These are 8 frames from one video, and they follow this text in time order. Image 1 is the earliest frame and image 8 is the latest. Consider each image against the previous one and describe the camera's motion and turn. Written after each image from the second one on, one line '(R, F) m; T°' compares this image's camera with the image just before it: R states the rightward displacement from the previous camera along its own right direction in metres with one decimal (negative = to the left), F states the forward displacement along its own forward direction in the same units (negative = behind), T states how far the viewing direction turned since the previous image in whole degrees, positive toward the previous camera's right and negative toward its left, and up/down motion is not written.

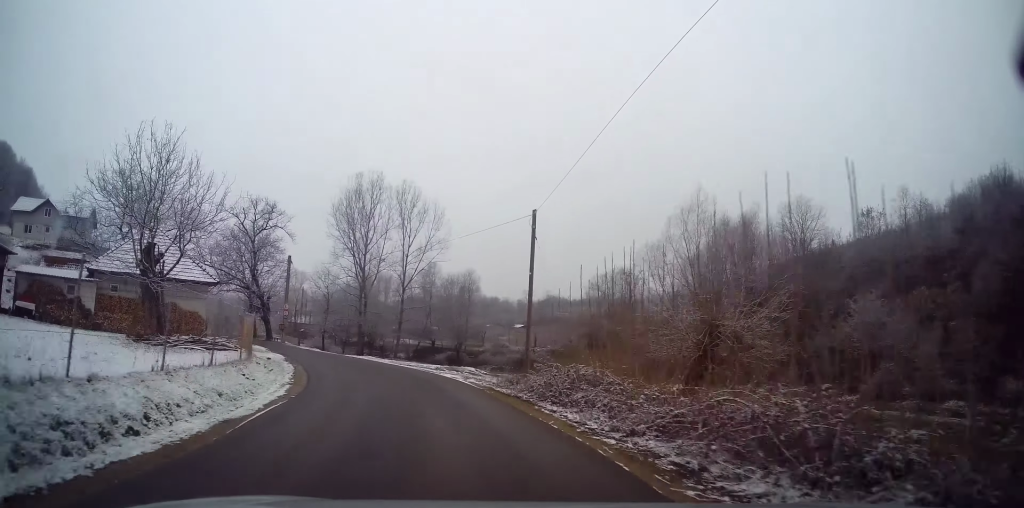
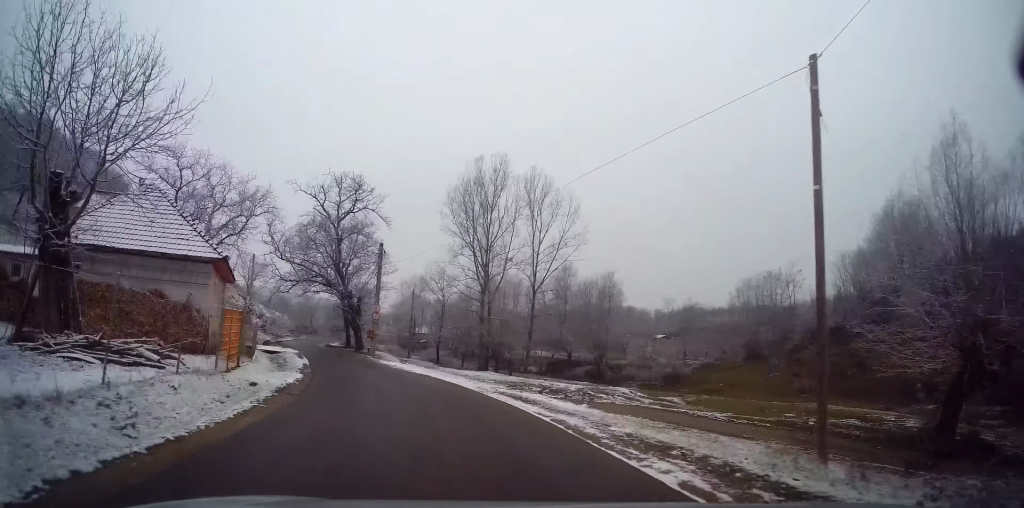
(-1.7, +13.1) m; -13°
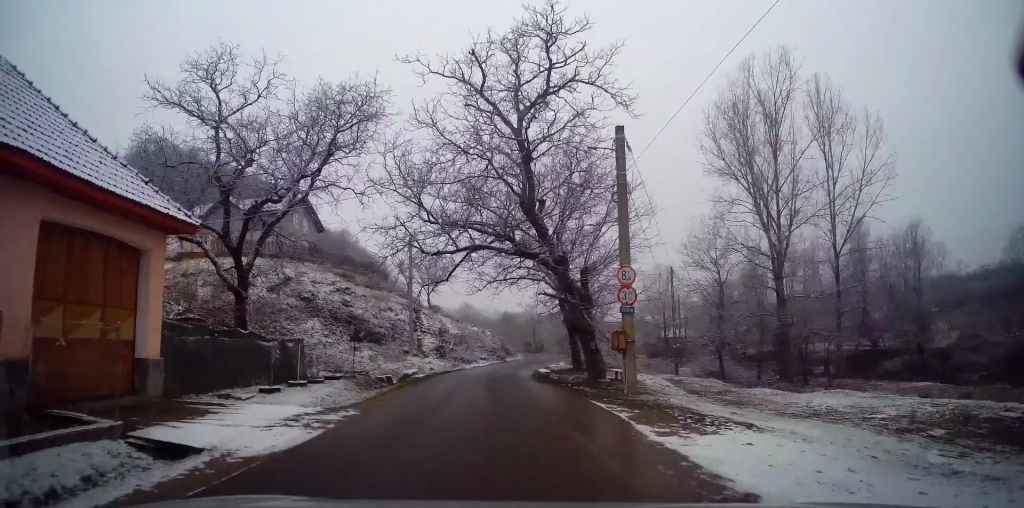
(-4.7, +24.5) m; -20°
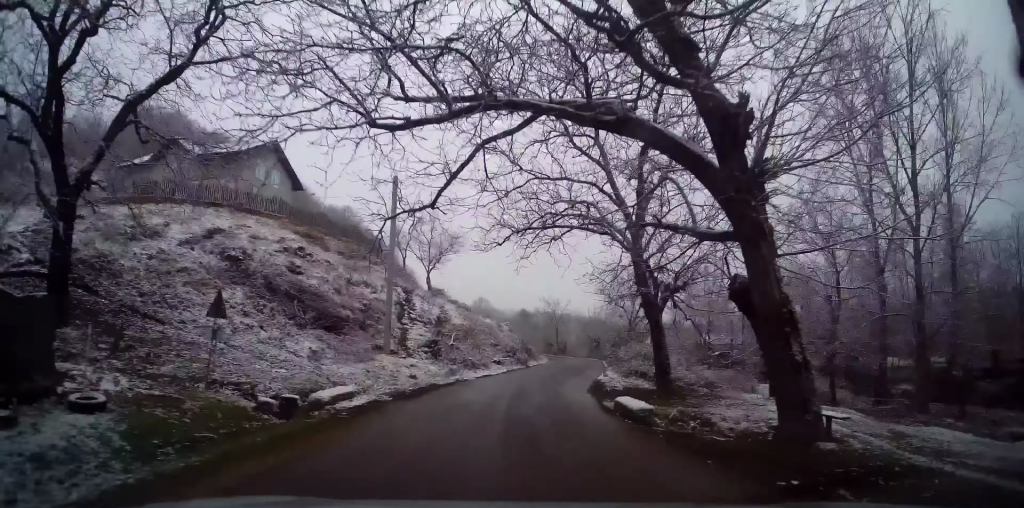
(-0.9, +13.8) m; -1°
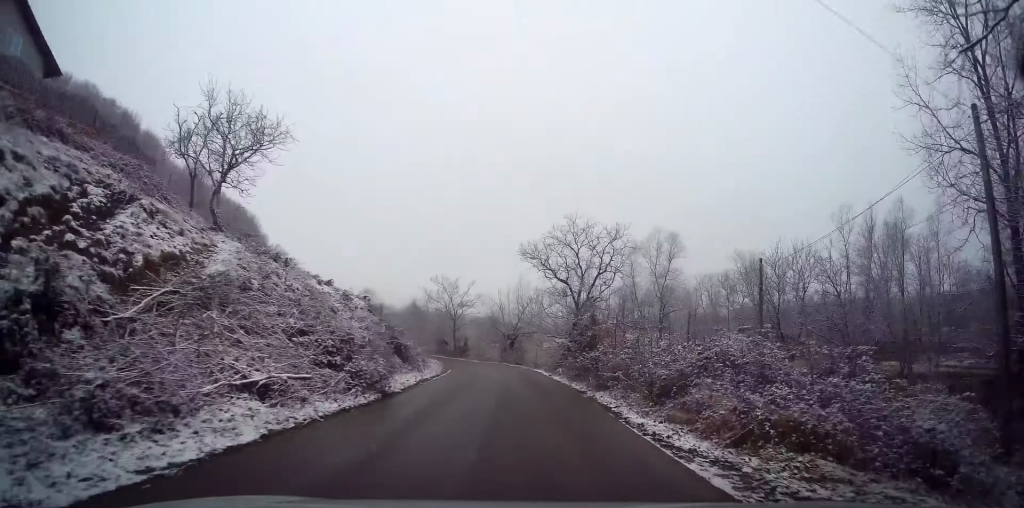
(+1.8, +21.5) m; +8°
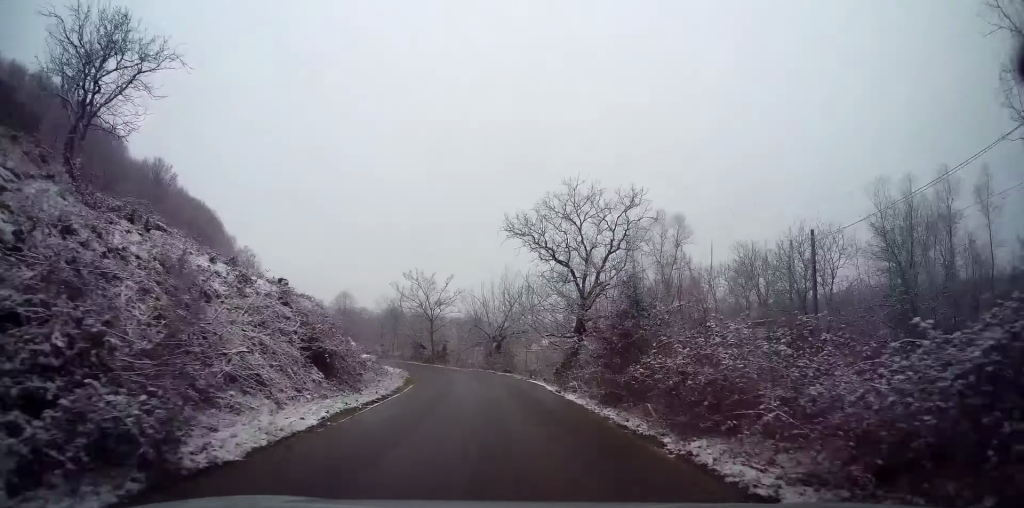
(+0.3, +7.9) m; +1°
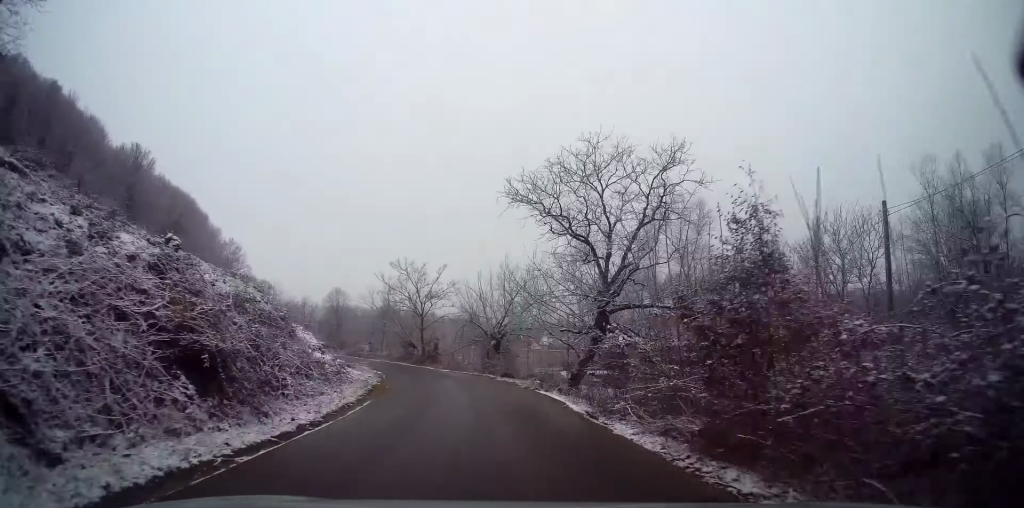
(0.0, +6.0) m; -2°
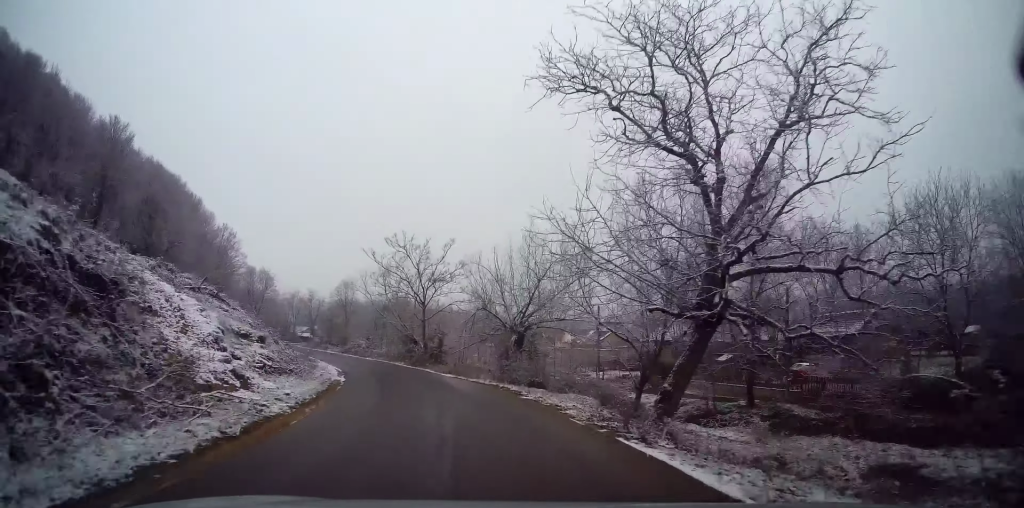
(+0.1, +9.5) m; -4°
